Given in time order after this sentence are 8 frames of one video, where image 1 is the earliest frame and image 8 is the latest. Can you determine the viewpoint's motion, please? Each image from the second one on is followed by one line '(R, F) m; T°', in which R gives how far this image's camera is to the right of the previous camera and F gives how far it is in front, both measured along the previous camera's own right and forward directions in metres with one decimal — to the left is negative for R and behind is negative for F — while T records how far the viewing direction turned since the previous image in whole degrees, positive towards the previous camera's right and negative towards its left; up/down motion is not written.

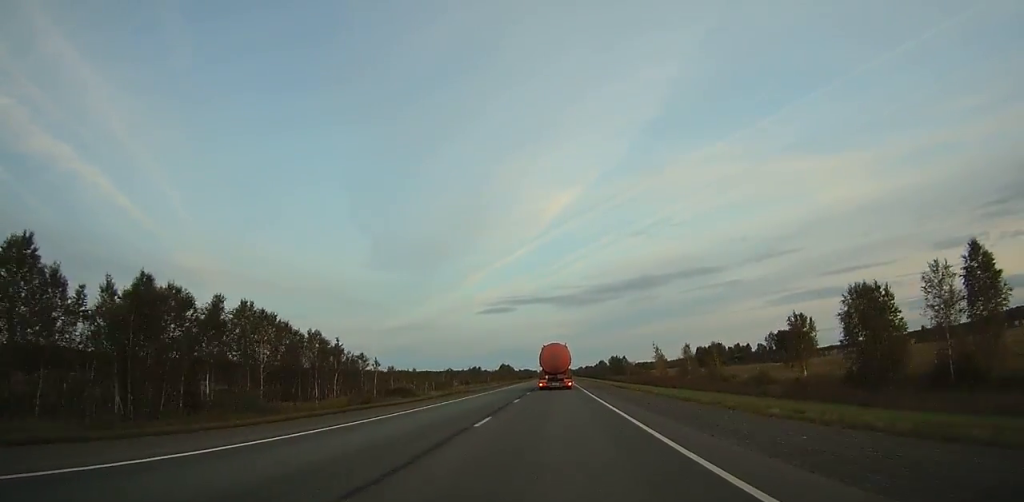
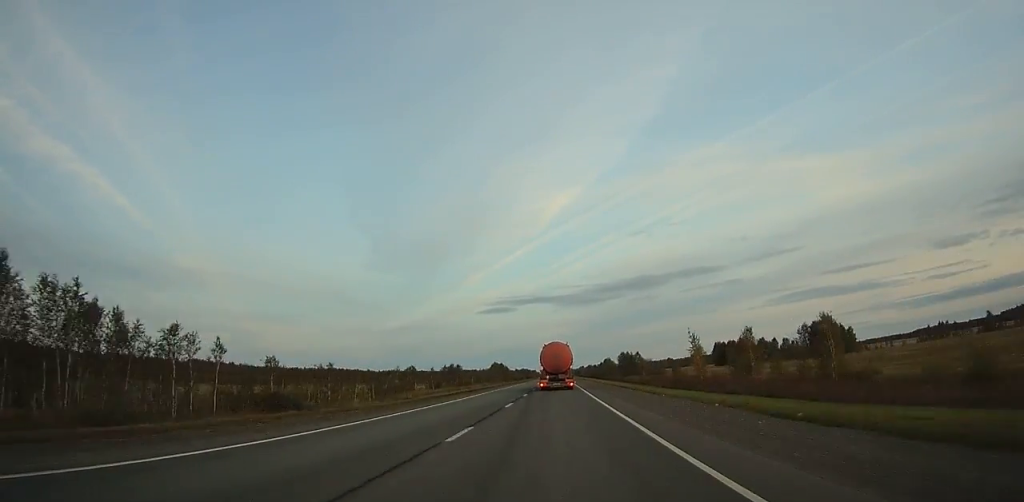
(0.0, +40.3) m; 0°
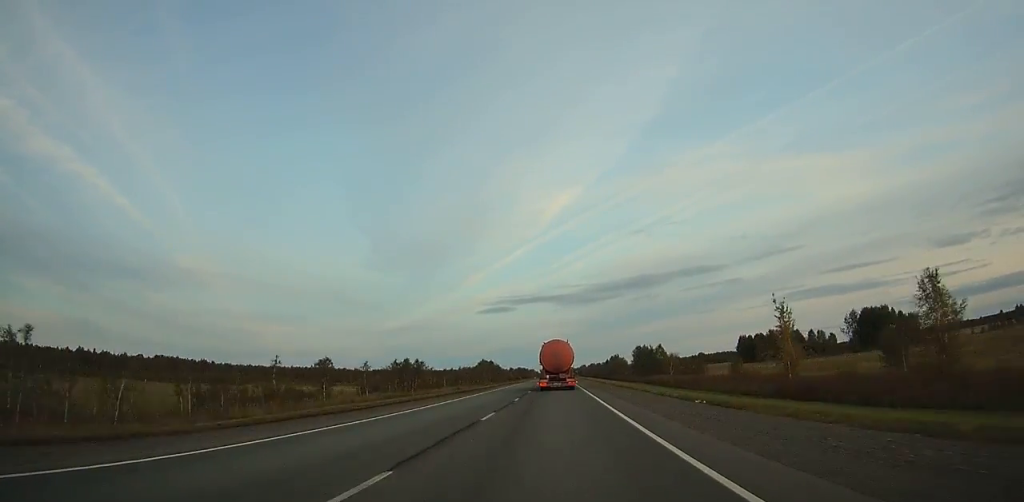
(+0.2, +42.5) m; 0°
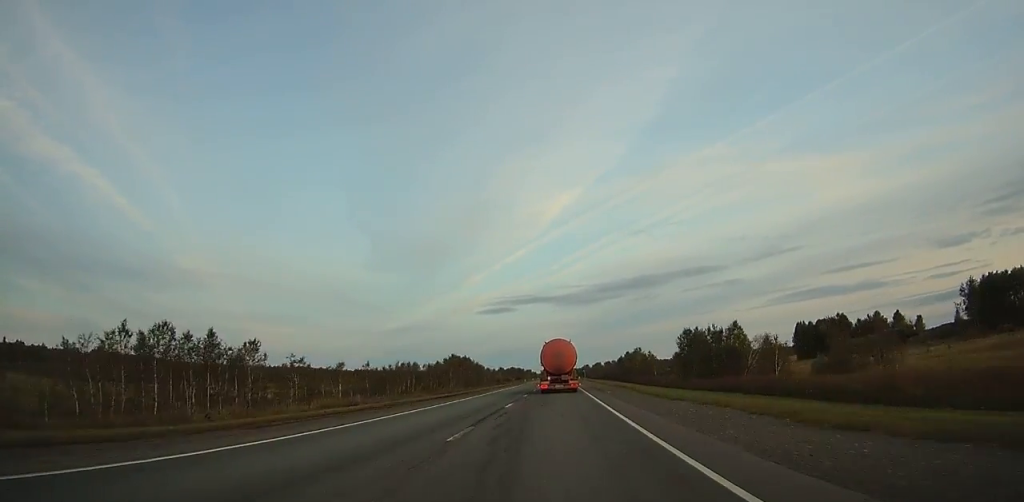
(0.0, +65.0) m; 0°
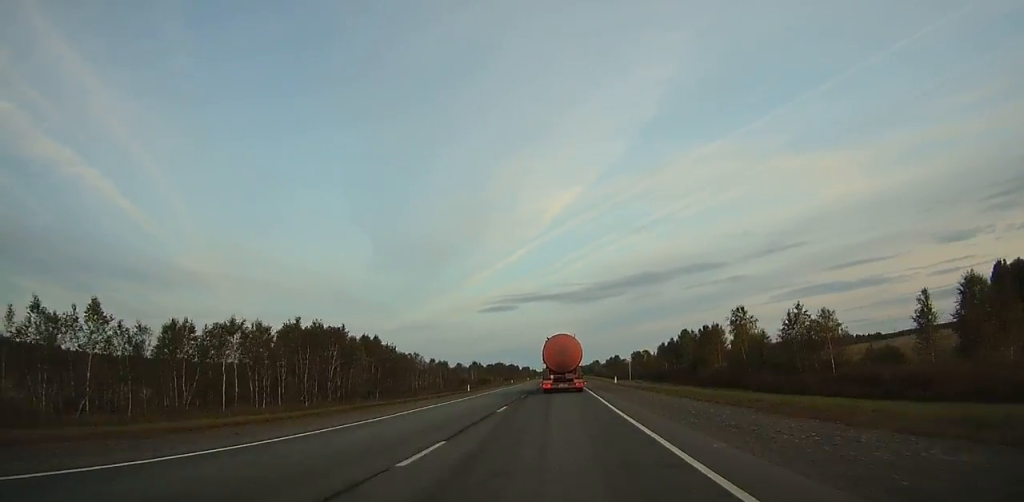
(-0.4, +98.9) m; 0°
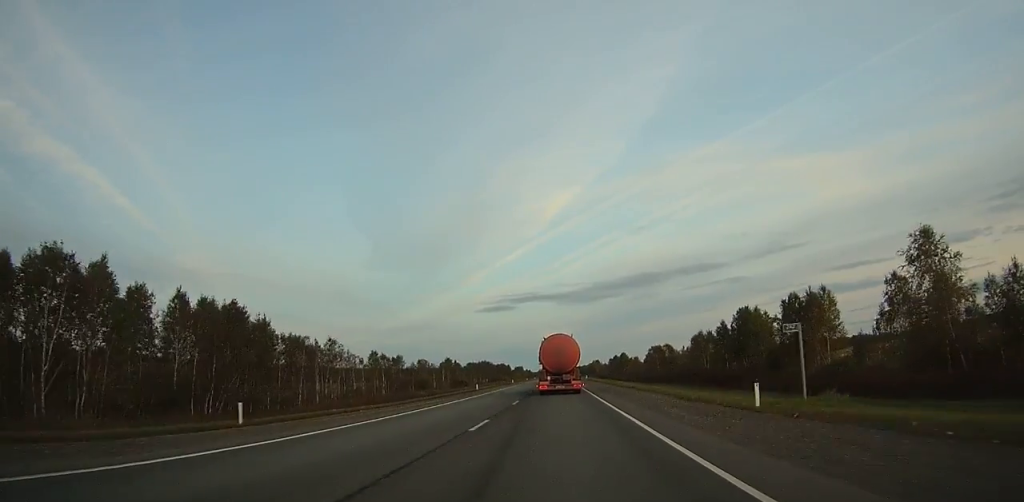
(-0.1, +42.0) m; 0°
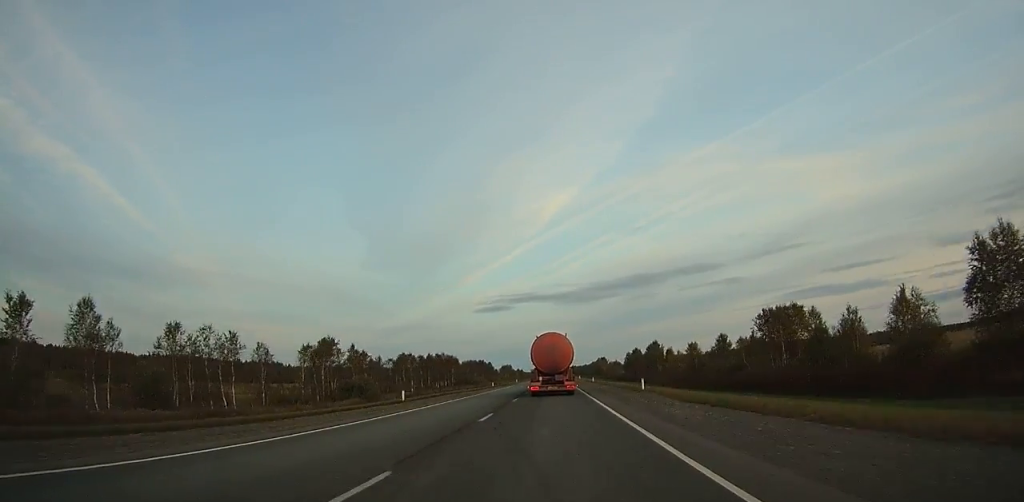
(+0.1, +80.8) m; 0°
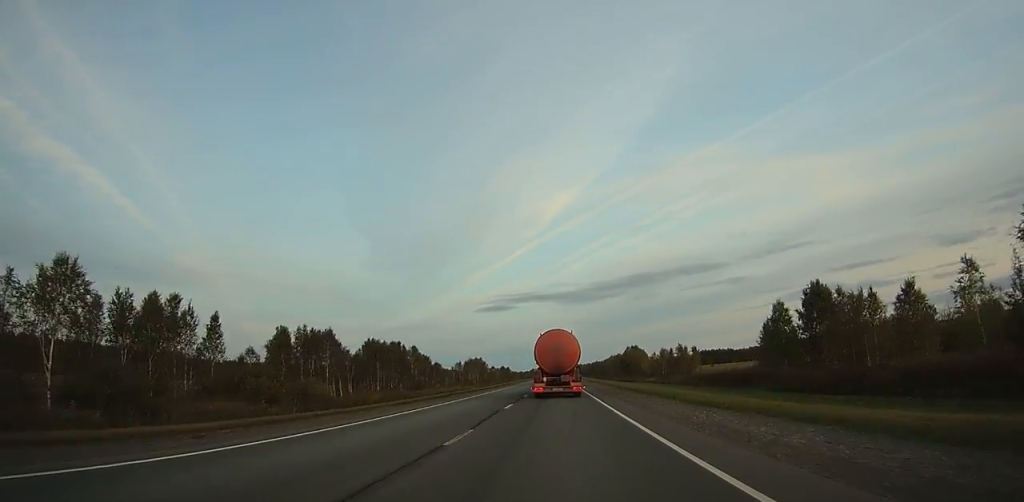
(0.0, +138.5) m; 0°
